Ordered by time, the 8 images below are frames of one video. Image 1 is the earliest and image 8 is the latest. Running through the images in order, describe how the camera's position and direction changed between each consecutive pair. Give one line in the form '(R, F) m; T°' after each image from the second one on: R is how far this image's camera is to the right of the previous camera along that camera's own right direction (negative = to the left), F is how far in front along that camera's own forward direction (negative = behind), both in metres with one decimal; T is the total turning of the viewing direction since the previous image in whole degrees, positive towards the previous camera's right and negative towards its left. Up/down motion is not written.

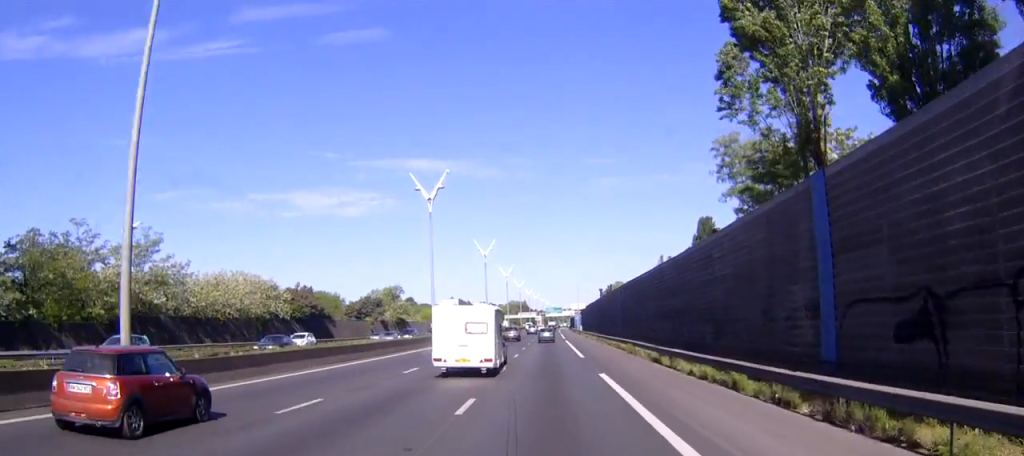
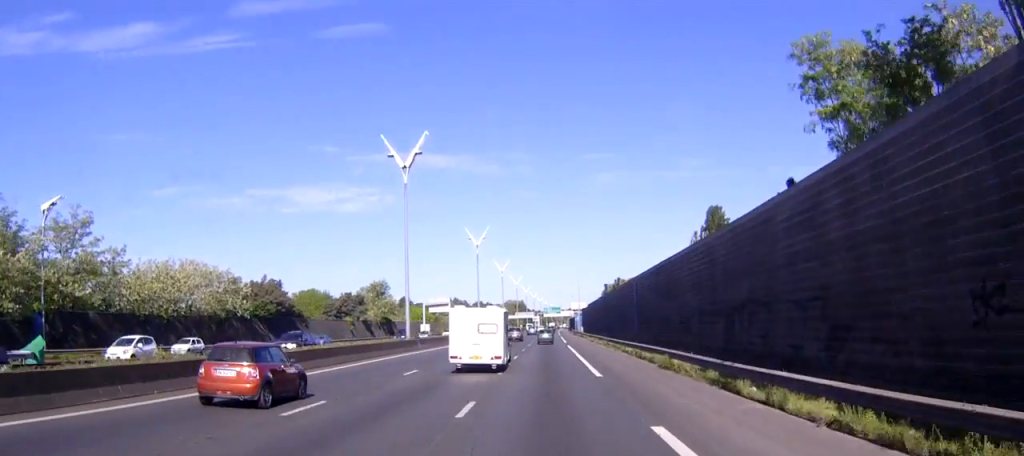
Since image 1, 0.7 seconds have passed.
(0.0, +12.8) m; 0°
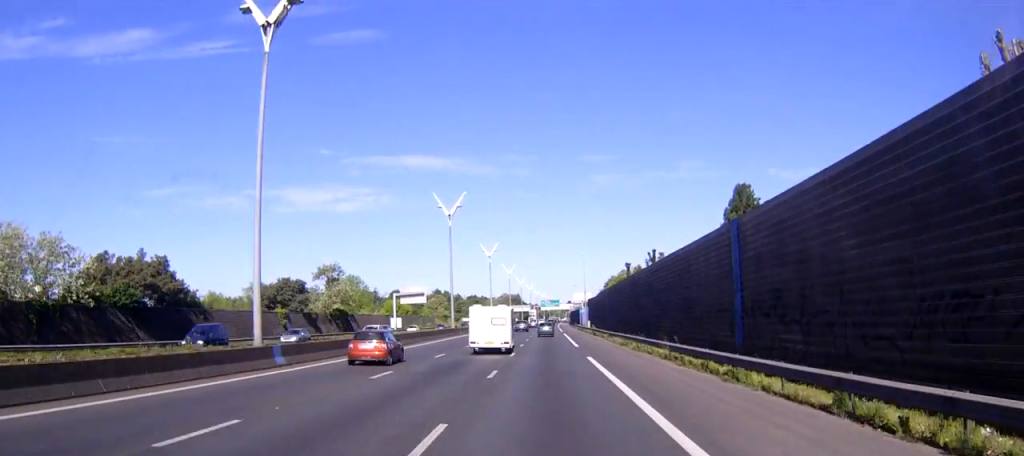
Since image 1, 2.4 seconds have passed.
(+0.3, +31.2) m; +1°
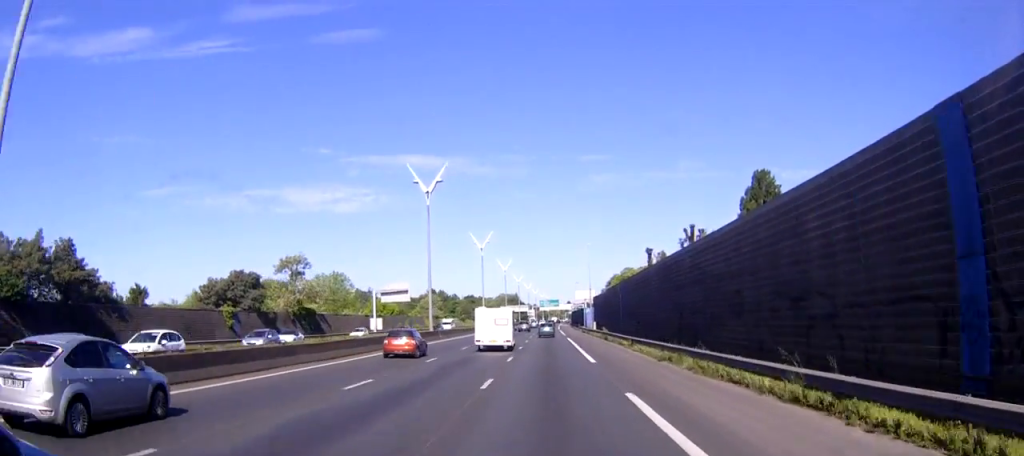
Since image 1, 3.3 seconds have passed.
(0.0, +16.0) m; 0°
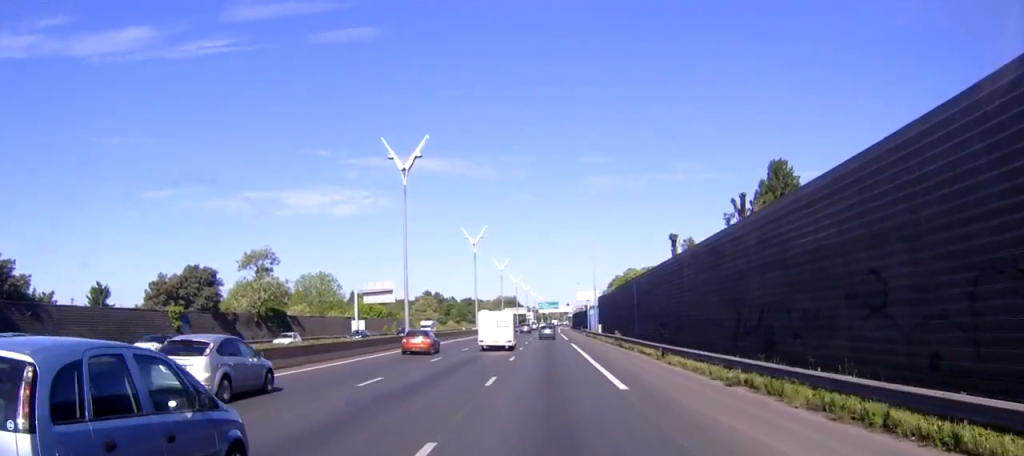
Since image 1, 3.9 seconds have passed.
(0.0, +11.7) m; 0°
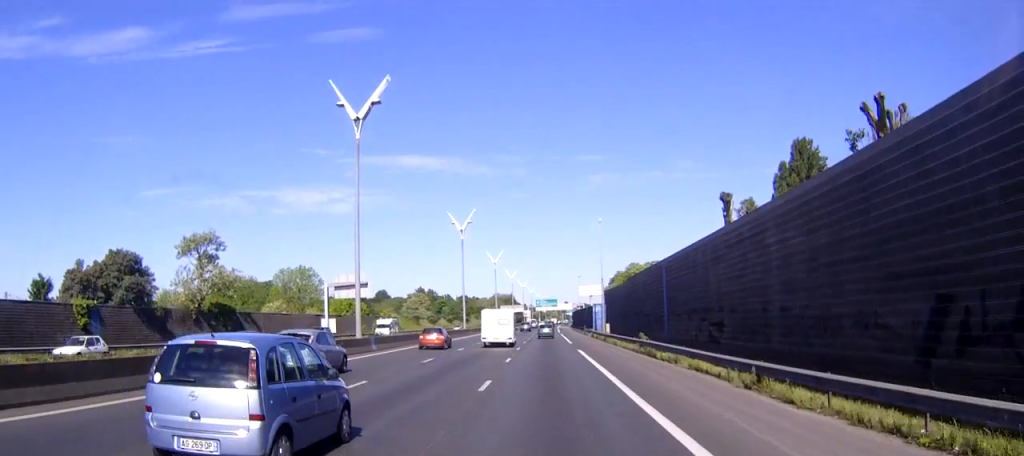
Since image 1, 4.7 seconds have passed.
(0.0, +14.8) m; 0°
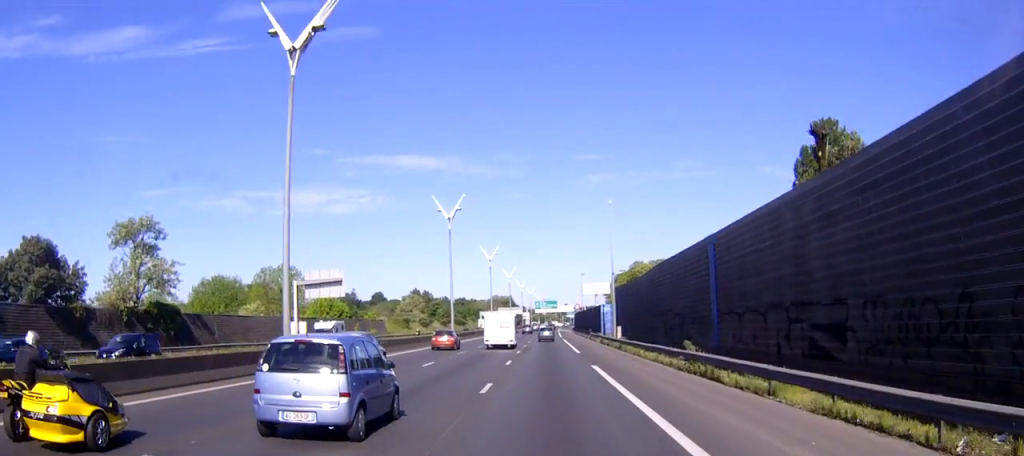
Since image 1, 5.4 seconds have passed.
(0.0, +12.3) m; 0°
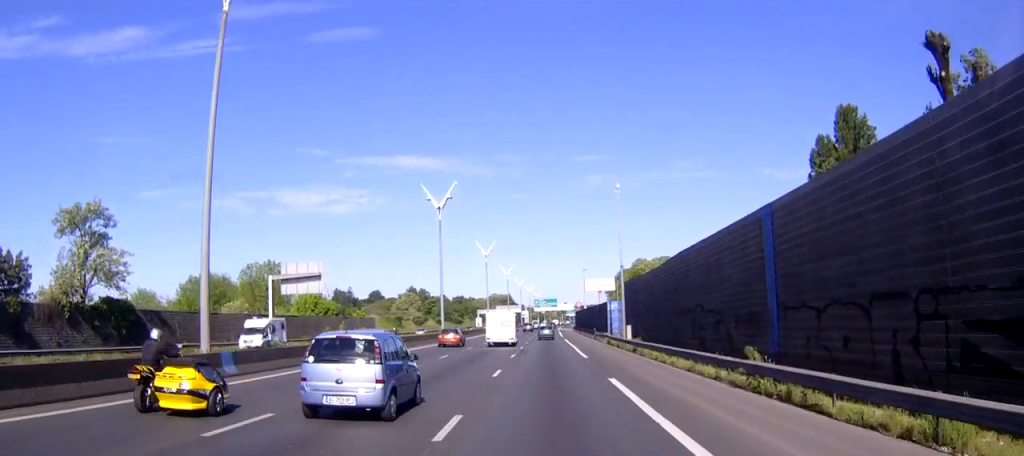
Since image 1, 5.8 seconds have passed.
(0.0, +8.0) m; 0°
